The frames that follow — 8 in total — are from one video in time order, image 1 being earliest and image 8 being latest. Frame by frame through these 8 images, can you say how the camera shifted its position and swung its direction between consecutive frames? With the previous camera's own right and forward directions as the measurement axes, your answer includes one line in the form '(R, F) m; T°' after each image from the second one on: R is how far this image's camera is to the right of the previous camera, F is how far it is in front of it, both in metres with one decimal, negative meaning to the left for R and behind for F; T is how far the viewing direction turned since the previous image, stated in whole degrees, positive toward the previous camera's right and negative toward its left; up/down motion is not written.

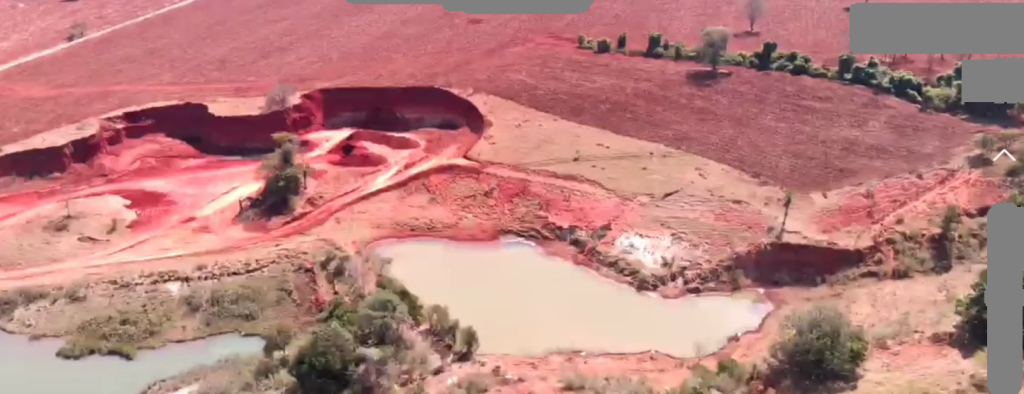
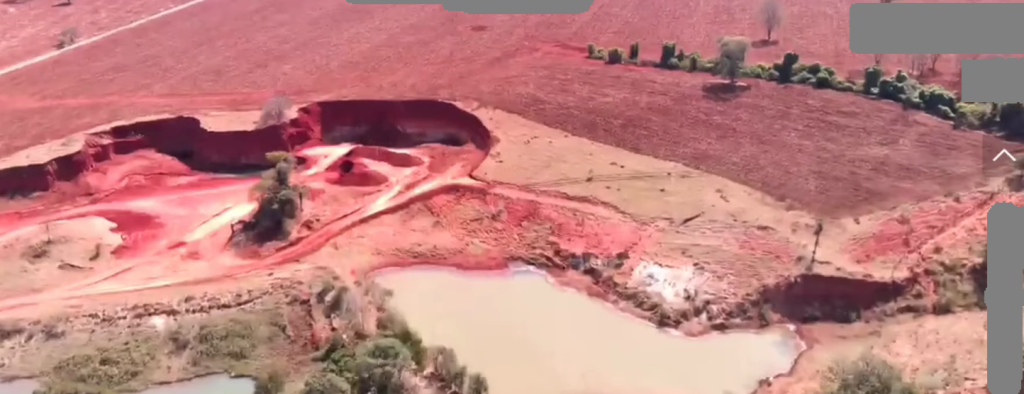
(0.0, +8.2) m; 0°
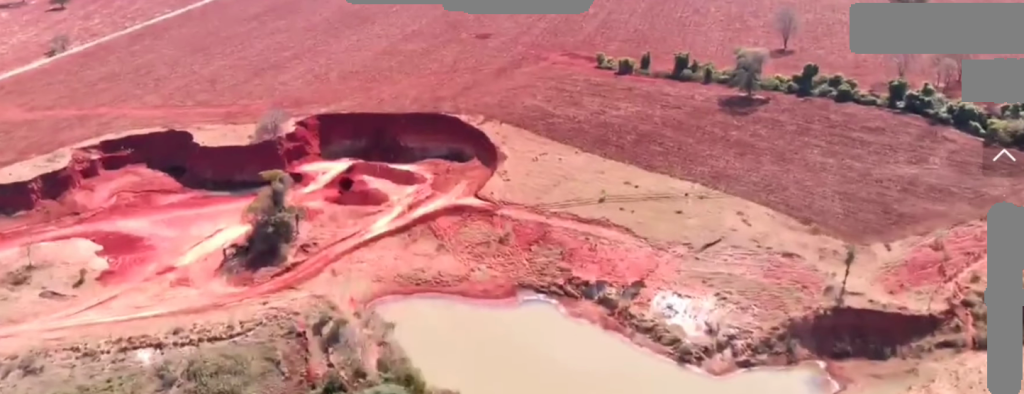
(0.0, +17.7) m; 0°
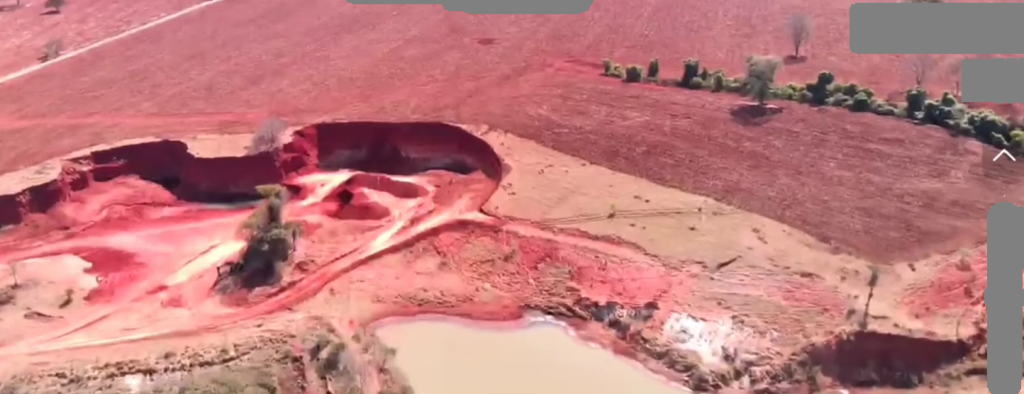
(0.0, +11.5) m; 0°
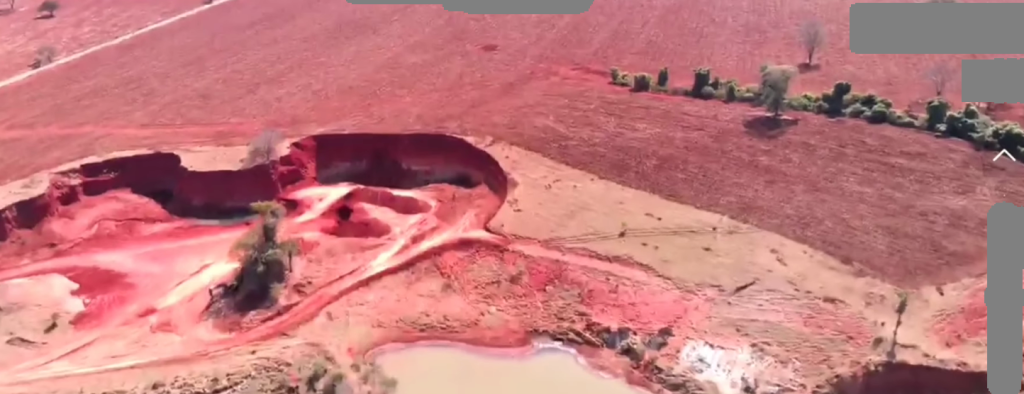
(0.0, +14.2) m; 0°
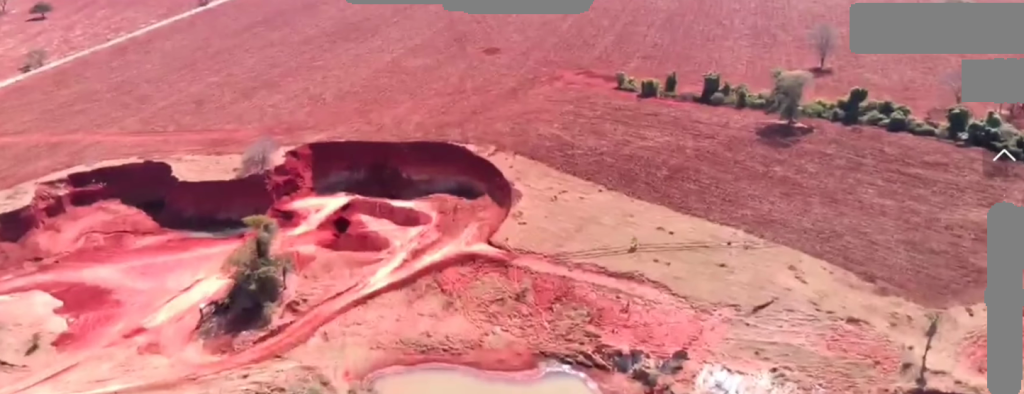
(+0.1, +12.1) m; 0°
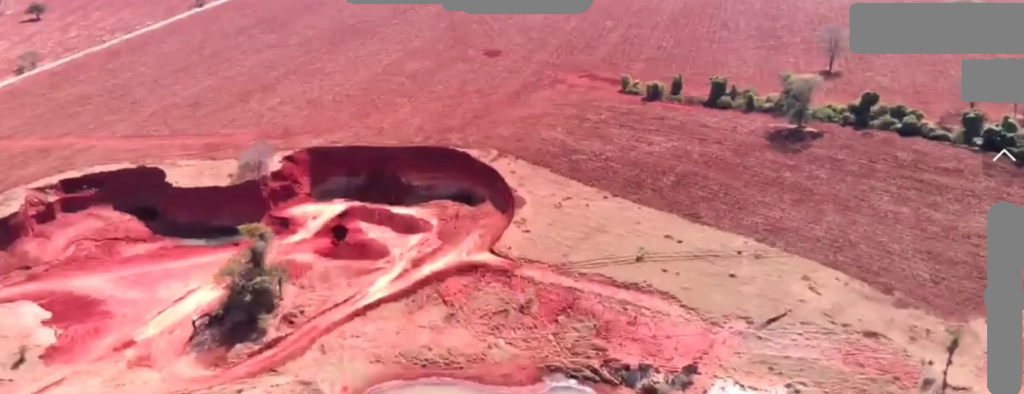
(0.0, +7.6) m; 0°
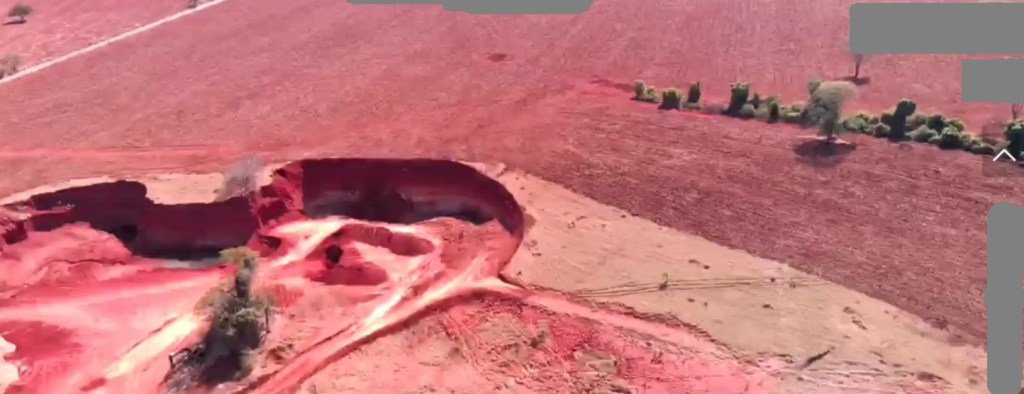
(0.0, +22.1) m; 0°
